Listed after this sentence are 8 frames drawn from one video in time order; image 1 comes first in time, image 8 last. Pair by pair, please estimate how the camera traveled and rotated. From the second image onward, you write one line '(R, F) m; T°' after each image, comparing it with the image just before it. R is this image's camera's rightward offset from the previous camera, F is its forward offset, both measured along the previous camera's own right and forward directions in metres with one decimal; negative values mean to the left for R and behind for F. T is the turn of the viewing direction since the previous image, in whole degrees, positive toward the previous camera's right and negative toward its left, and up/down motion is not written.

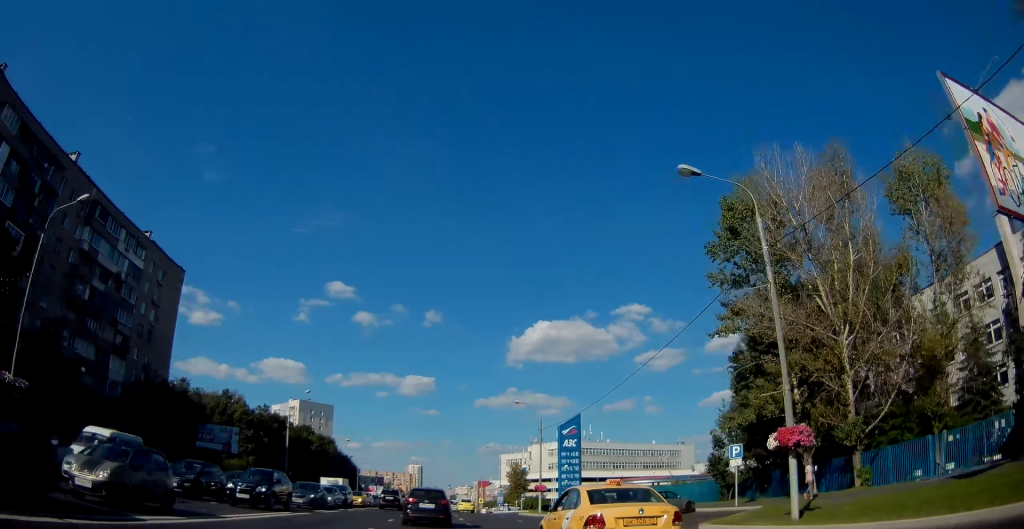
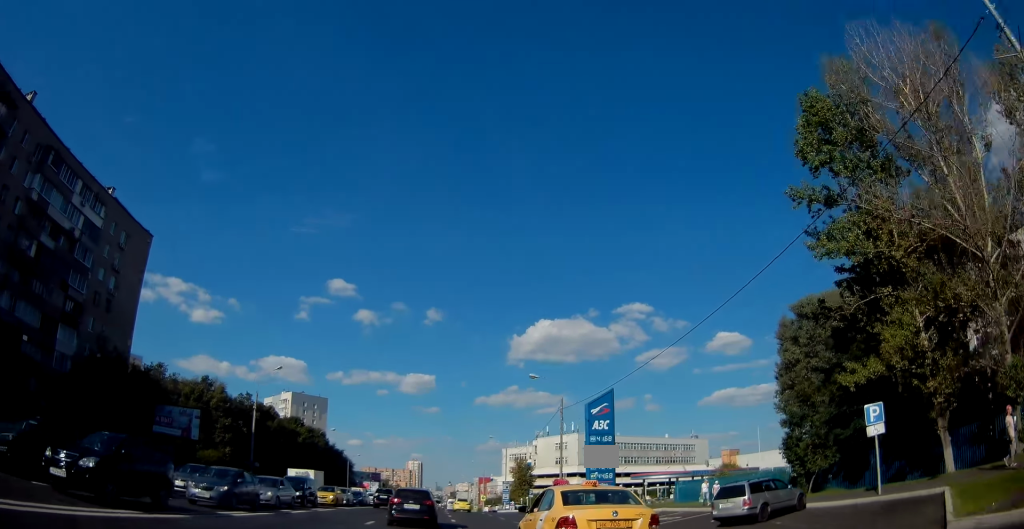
(0.0, +11.1) m; 0°
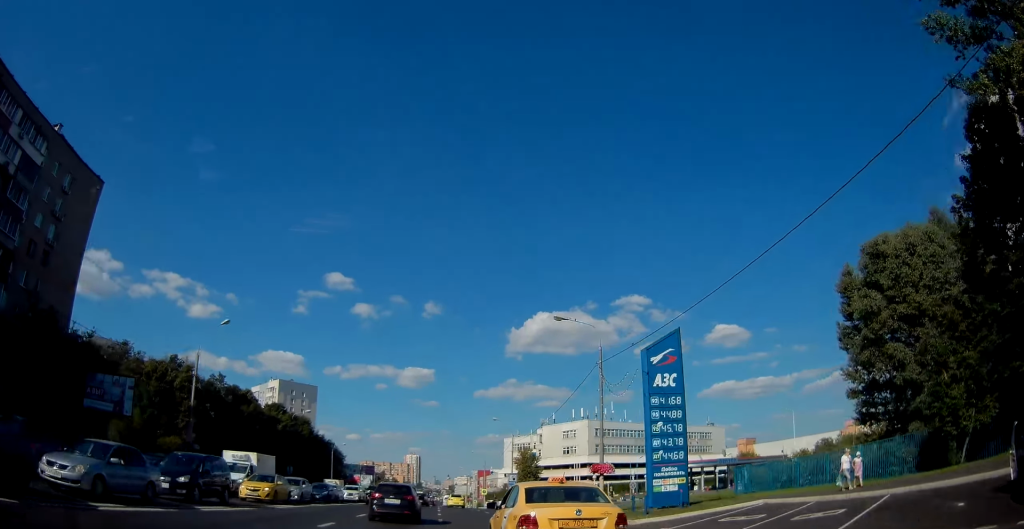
(0.0, +13.1) m; 0°
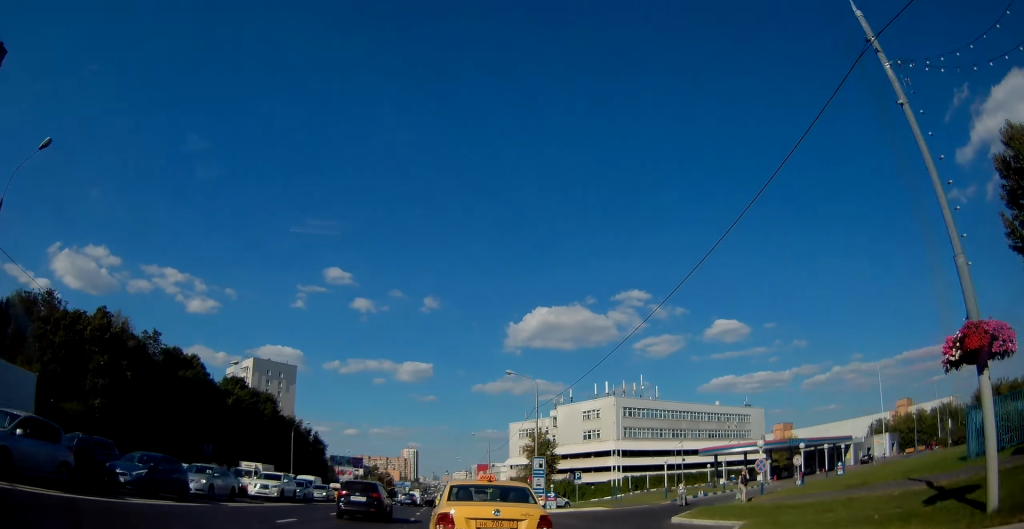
(0.0, +24.1) m; 0°
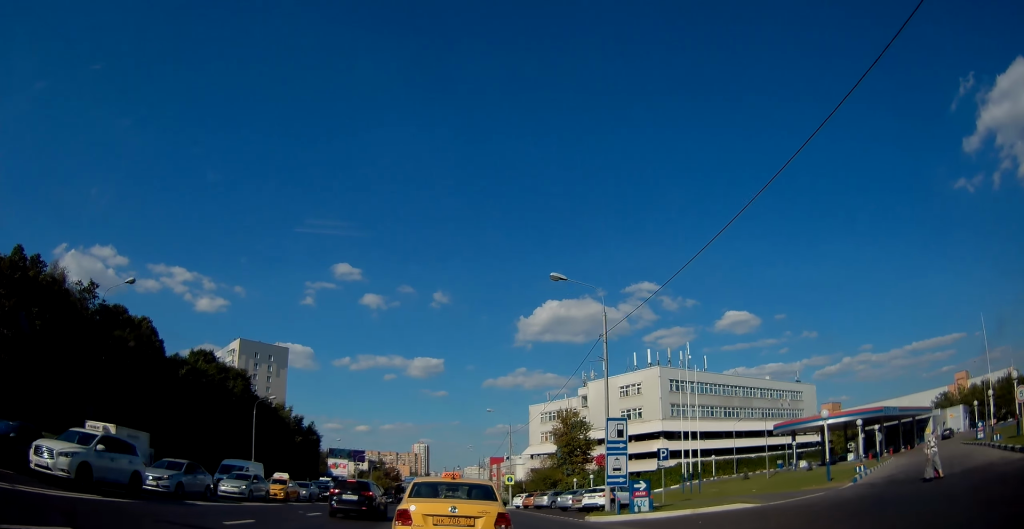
(0.0, +19.3) m; -1°
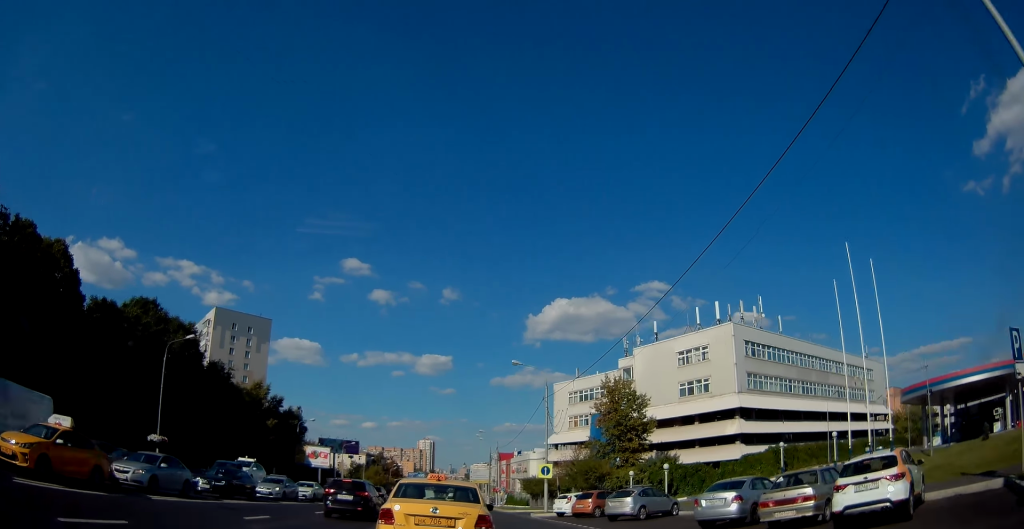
(-0.2, +22.3) m; 0°
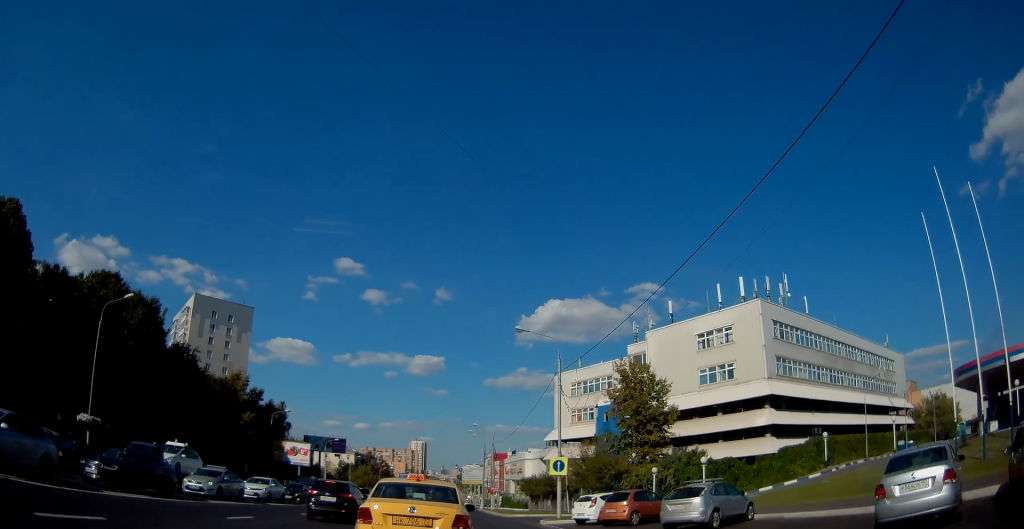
(0.0, +8.2) m; 0°
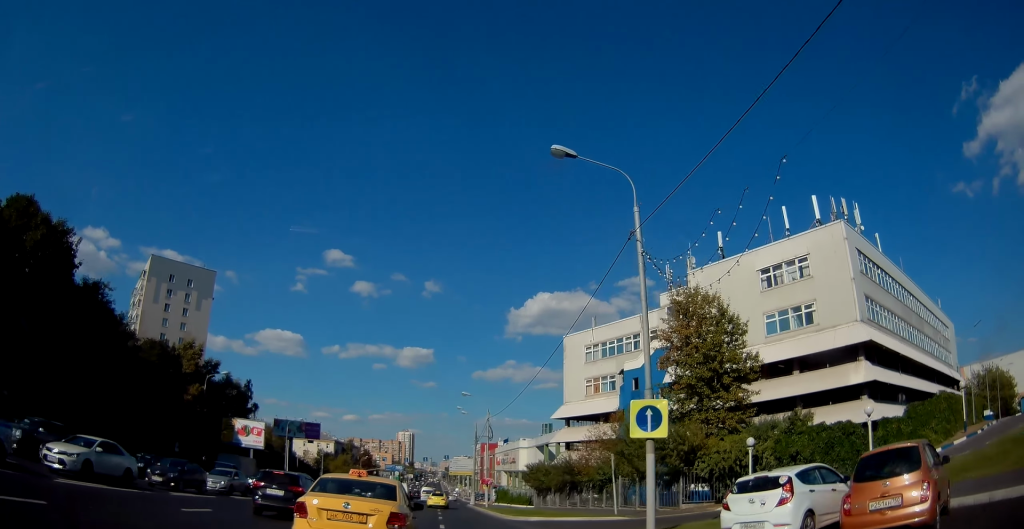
(+0.1, +16.4) m; 0°
